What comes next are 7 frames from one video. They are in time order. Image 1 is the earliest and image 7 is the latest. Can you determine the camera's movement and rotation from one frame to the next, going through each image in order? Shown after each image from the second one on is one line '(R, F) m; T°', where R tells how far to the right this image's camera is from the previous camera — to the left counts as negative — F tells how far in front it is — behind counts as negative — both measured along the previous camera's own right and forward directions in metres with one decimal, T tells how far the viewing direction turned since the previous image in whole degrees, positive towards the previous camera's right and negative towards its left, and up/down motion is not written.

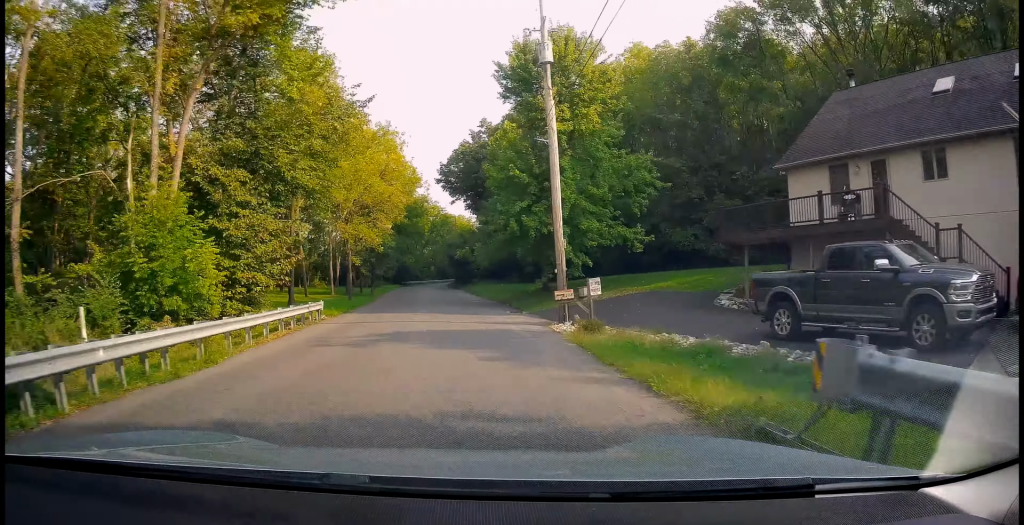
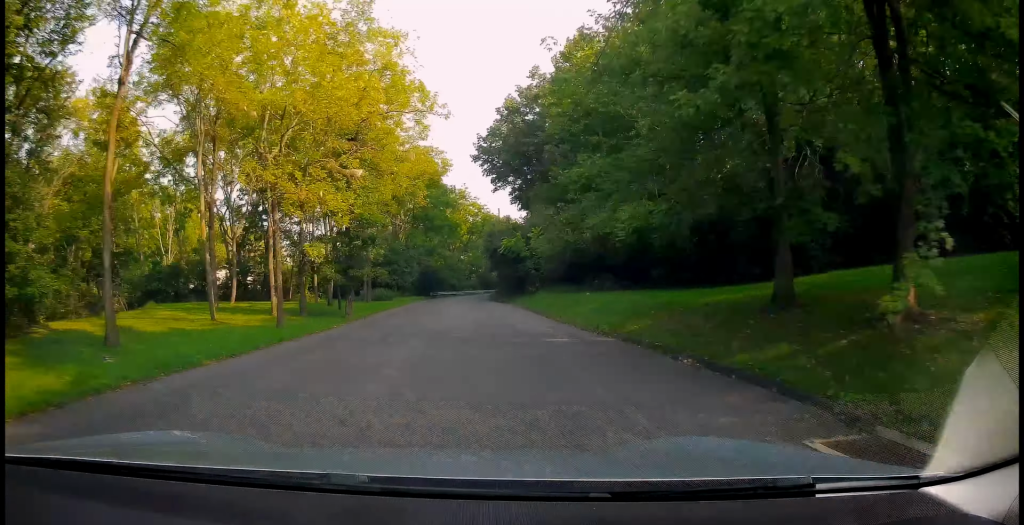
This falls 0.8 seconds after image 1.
(-0.4, +25.2) m; -2°
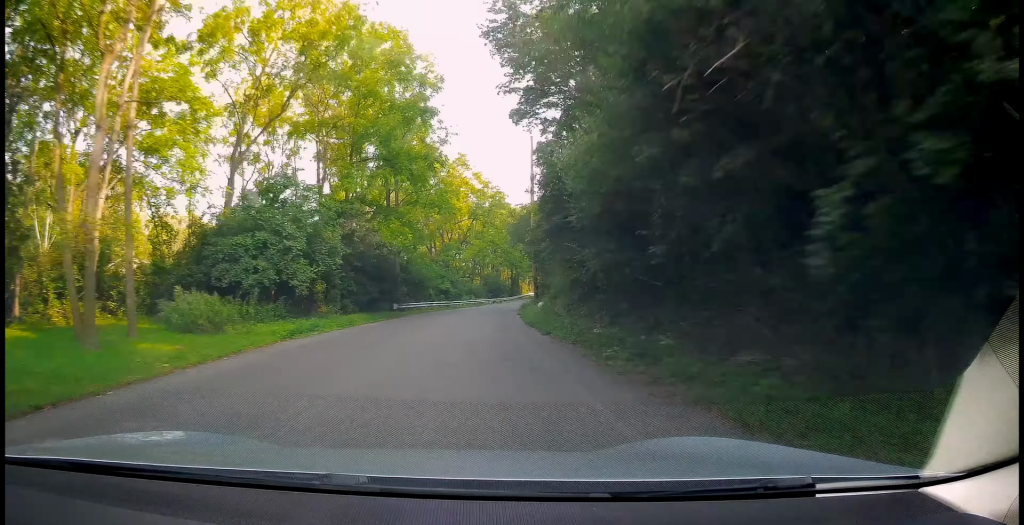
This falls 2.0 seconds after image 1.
(-0.8, +40.8) m; 0°
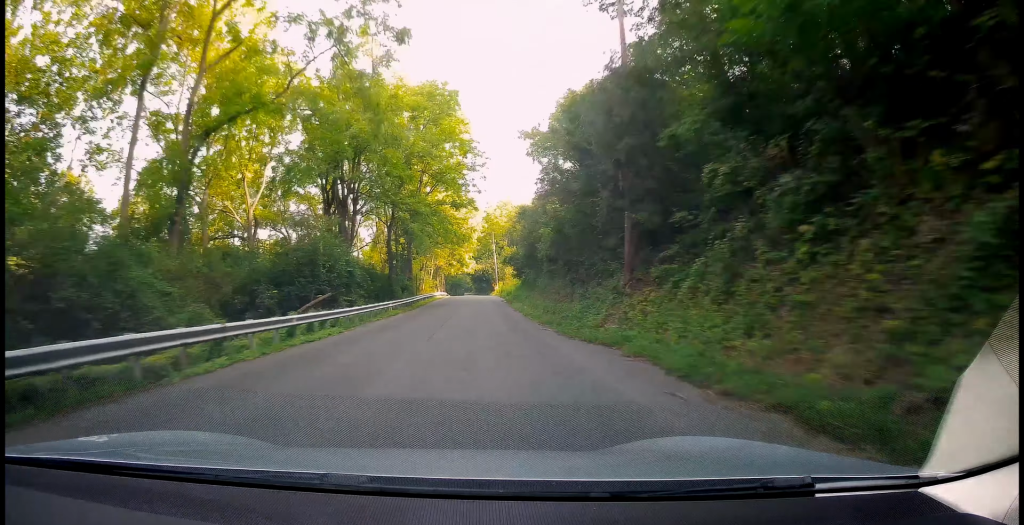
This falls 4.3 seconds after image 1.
(+3.7, +86.4) m; +5°
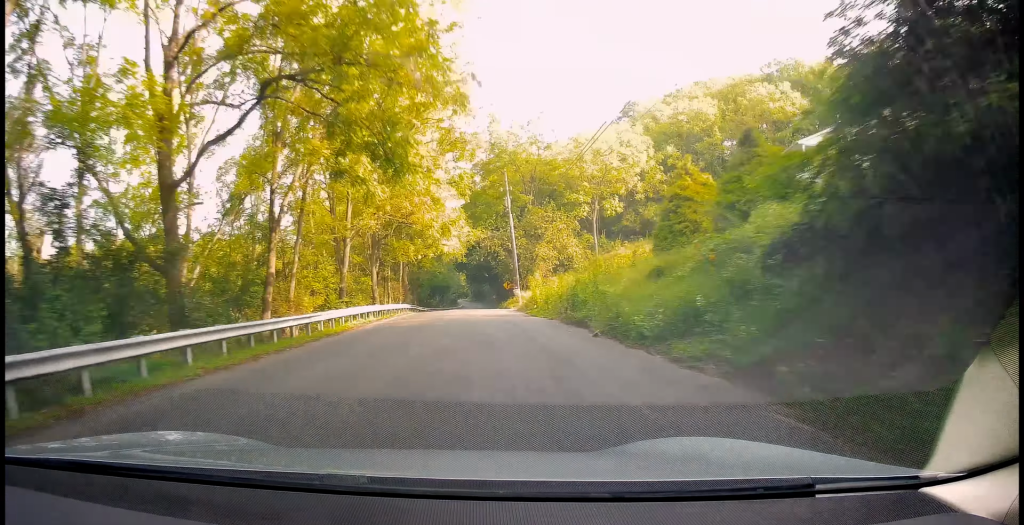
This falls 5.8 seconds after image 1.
(+0.9, +61.4) m; +2°
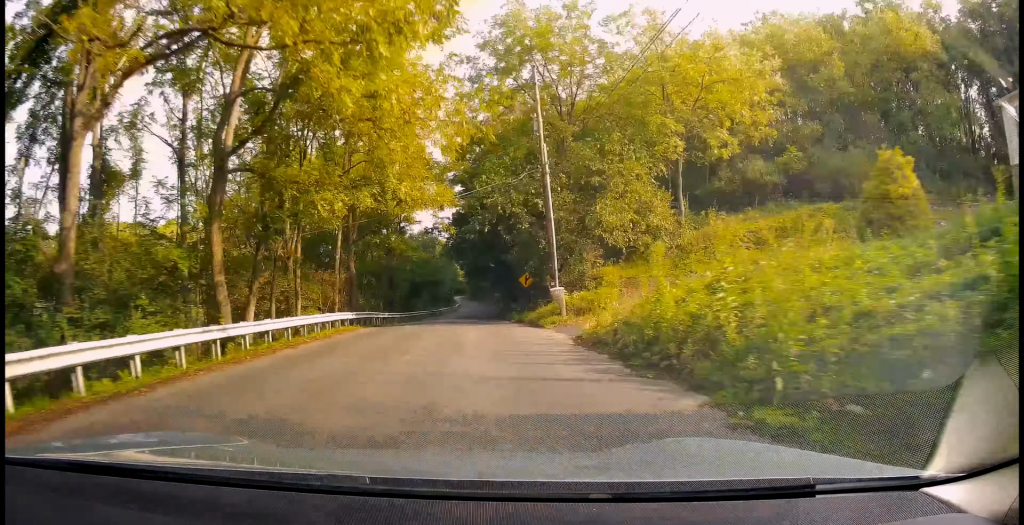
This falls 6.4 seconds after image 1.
(+0.3, +24.3) m; +1°
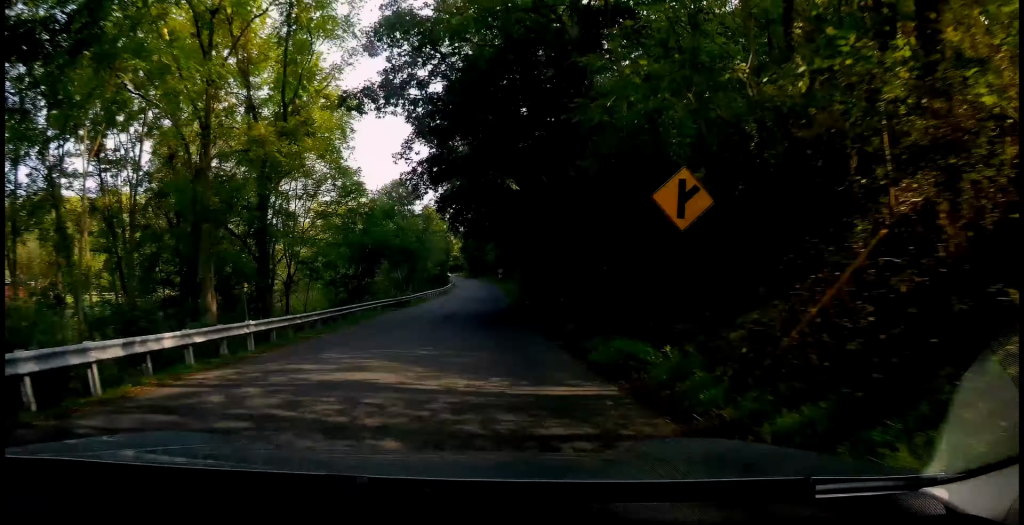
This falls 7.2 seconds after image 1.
(+0.2, +30.8) m; +1°
